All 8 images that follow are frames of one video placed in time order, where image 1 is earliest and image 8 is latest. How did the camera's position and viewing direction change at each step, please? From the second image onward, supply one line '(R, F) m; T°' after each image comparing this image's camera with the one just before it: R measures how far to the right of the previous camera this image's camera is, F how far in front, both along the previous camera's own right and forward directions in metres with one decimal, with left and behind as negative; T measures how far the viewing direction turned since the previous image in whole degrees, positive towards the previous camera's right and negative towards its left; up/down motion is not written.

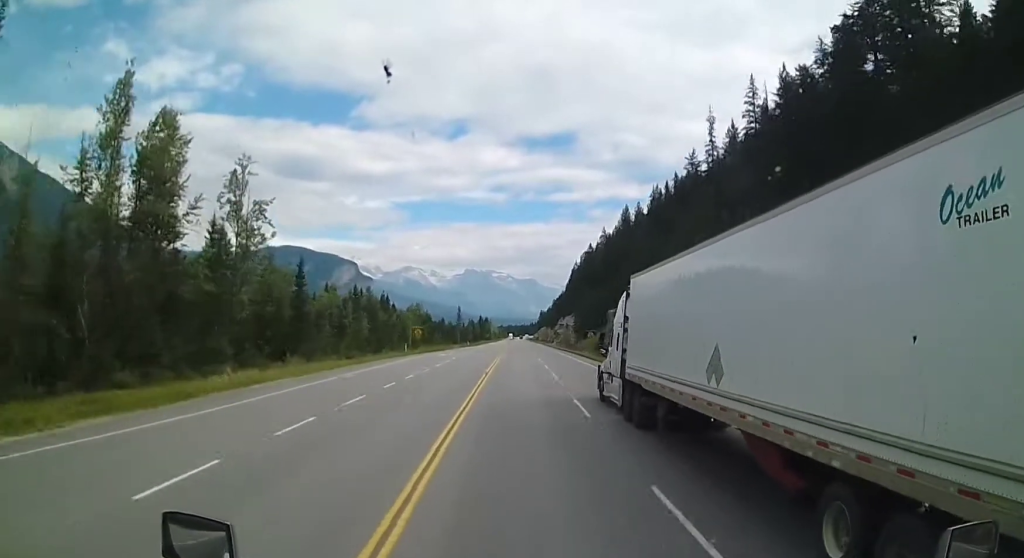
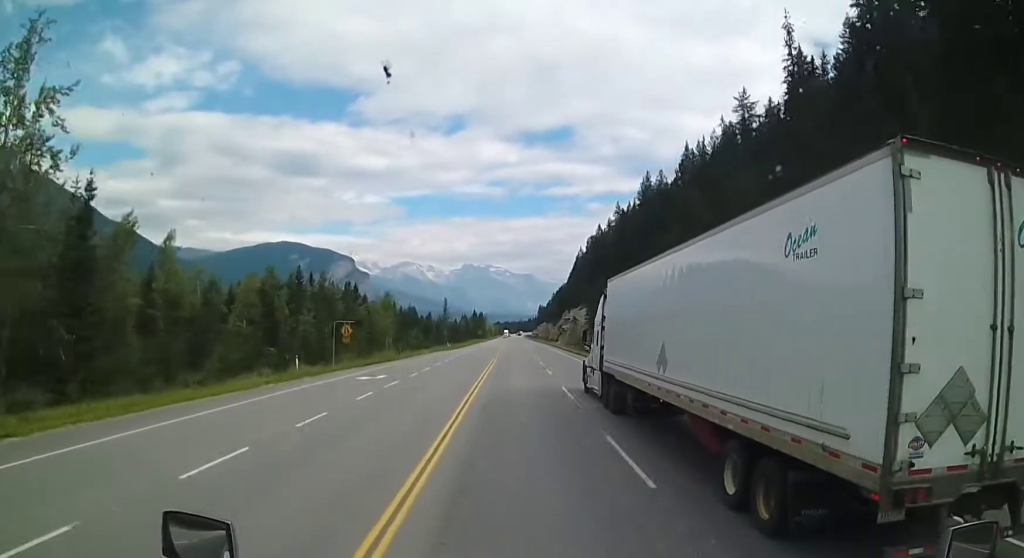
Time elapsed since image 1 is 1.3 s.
(-0.4, +33.4) m; -1°
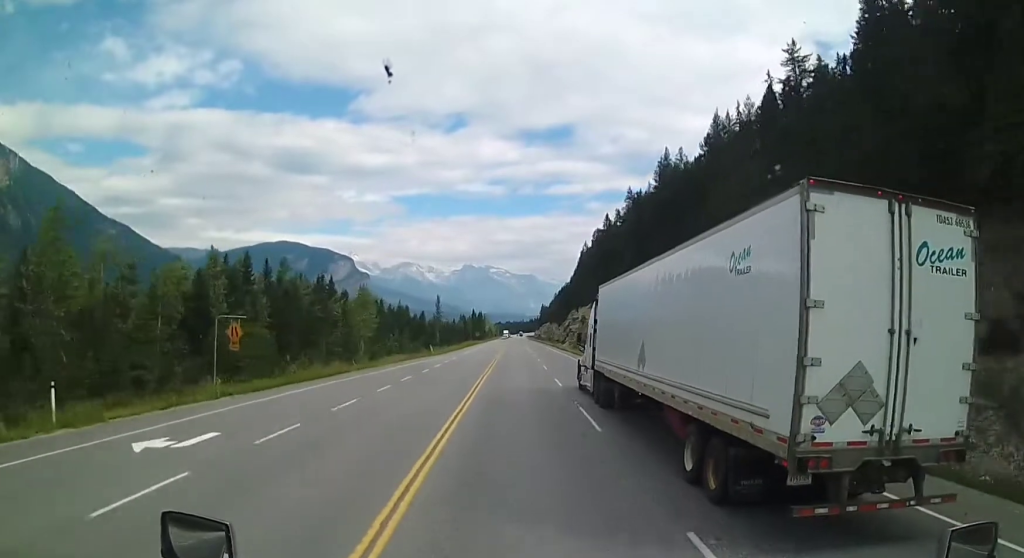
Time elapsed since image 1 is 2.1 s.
(-0.1, +19.9) m; 0°
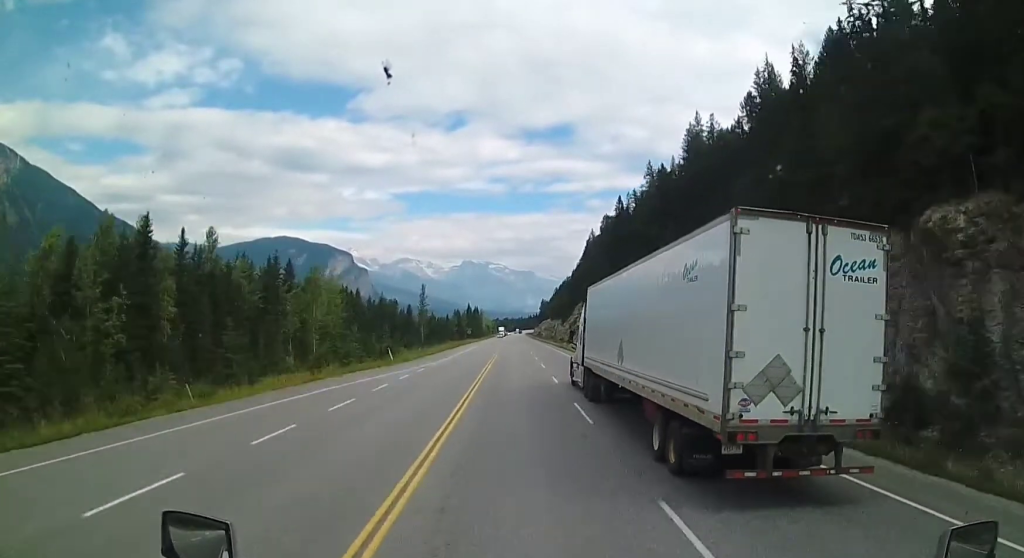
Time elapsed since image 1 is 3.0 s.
(-0.1, +23.7) m; -1°
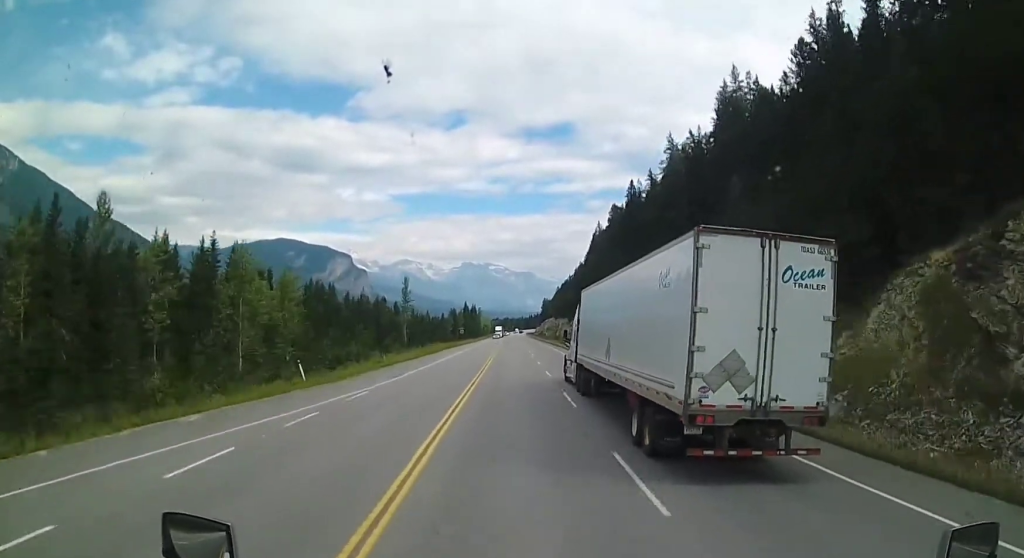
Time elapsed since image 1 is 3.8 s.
(-0.2, +21.1) m; -1°
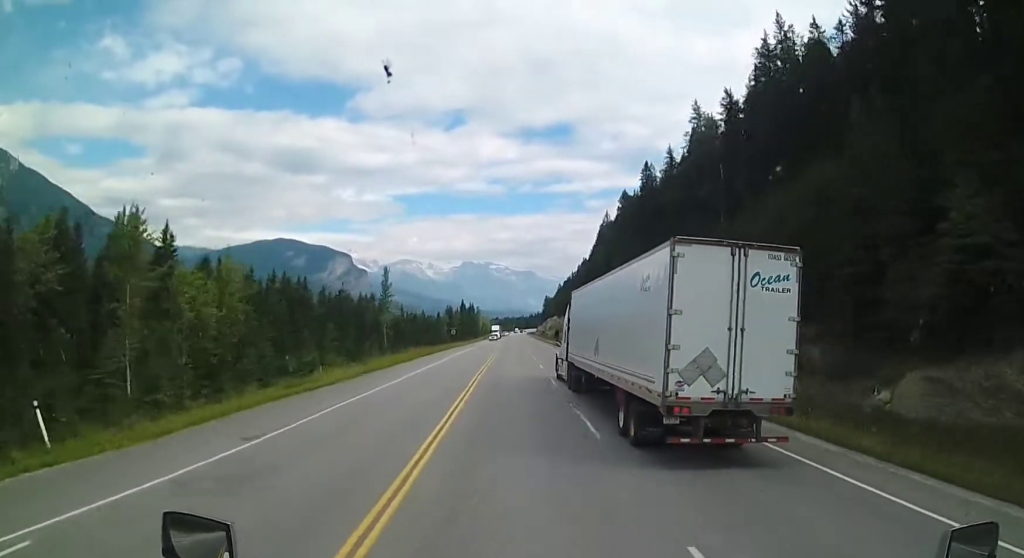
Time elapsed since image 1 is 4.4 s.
(-0.2, +17.7) m; -1°
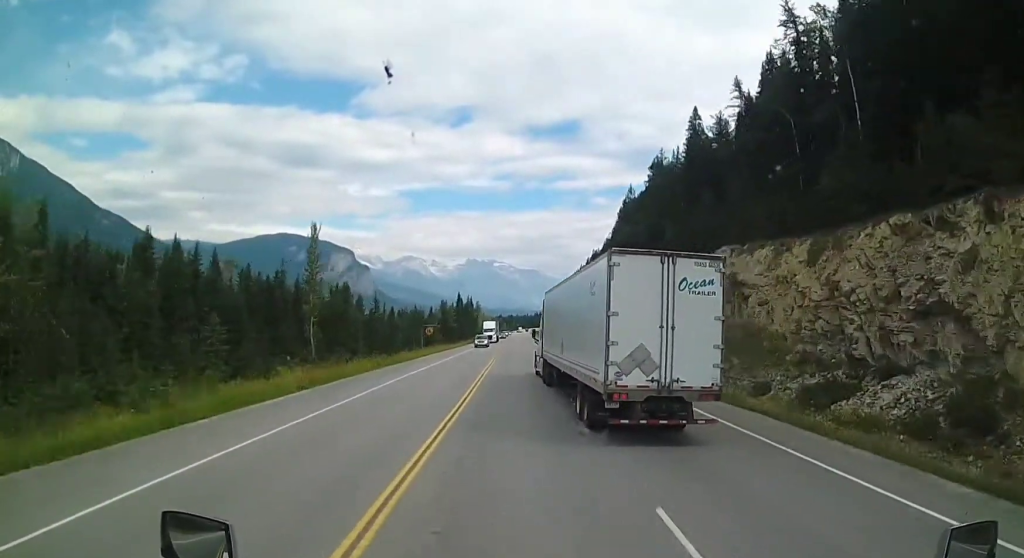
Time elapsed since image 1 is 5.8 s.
(-0.6, +35.5) m; -1°
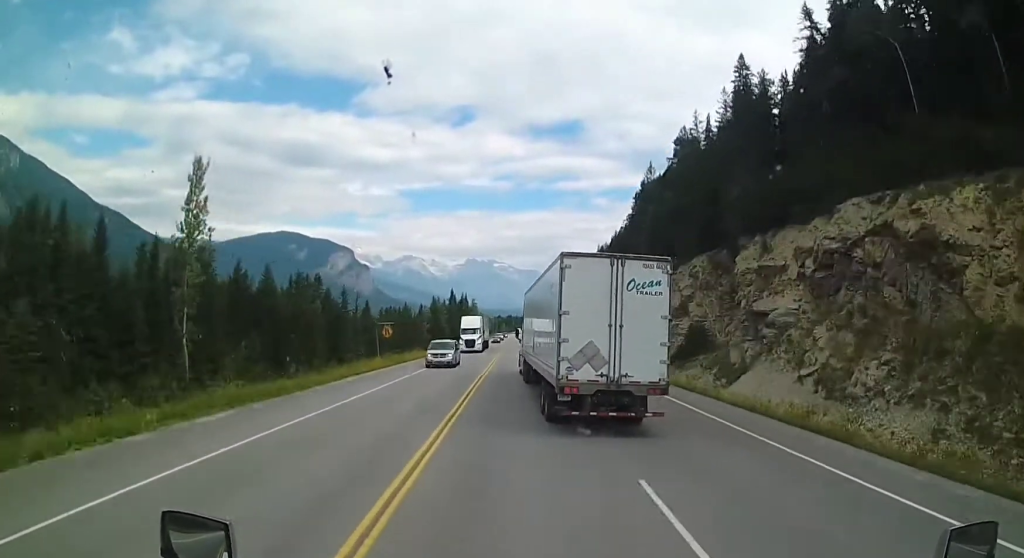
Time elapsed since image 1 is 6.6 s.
(-0.1, +23.2) m; -2°
